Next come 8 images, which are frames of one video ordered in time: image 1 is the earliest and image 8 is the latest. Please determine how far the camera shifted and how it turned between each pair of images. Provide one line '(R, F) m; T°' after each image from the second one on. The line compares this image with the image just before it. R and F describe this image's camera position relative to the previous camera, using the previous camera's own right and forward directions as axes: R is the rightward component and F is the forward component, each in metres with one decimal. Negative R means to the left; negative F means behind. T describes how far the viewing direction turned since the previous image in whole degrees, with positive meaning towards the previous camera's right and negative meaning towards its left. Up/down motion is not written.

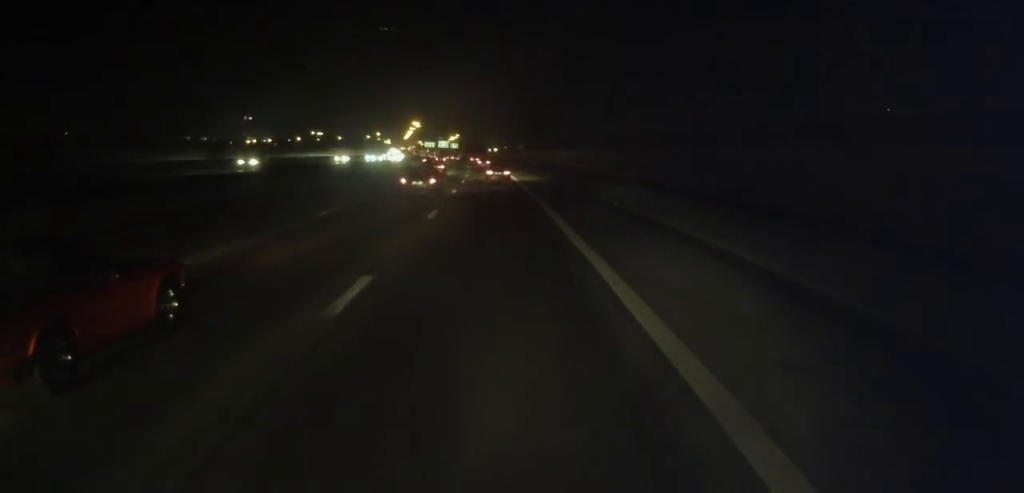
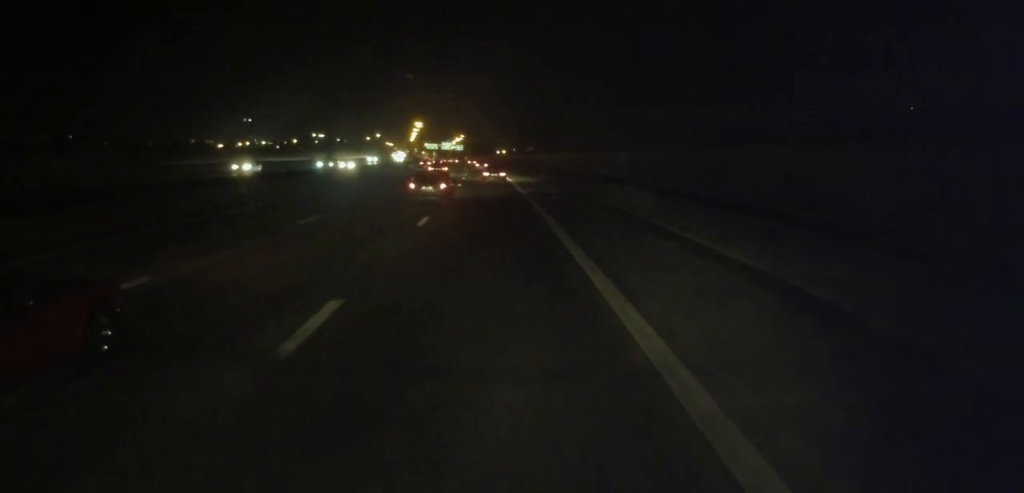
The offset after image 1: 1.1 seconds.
(-0.7, +26.1) m; -2°
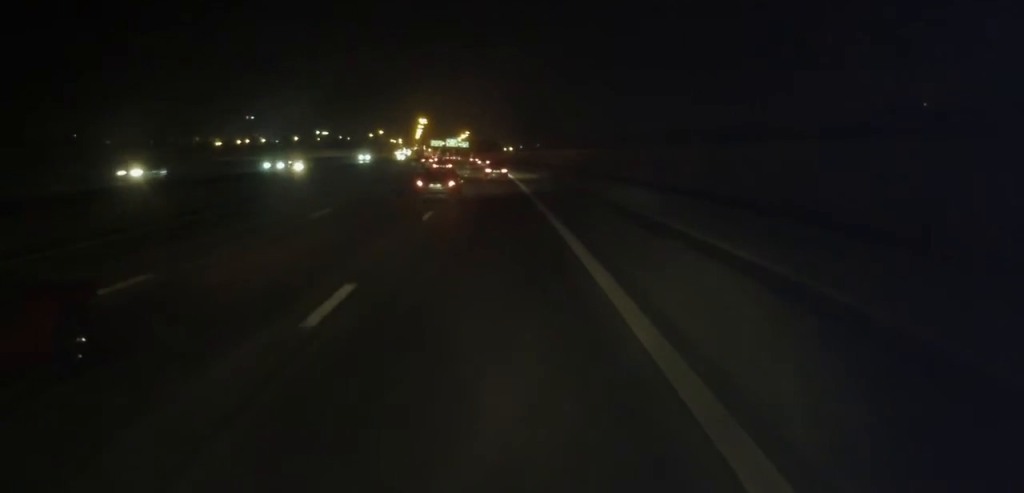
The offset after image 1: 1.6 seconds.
(-0.1, +11.5) m; 0°
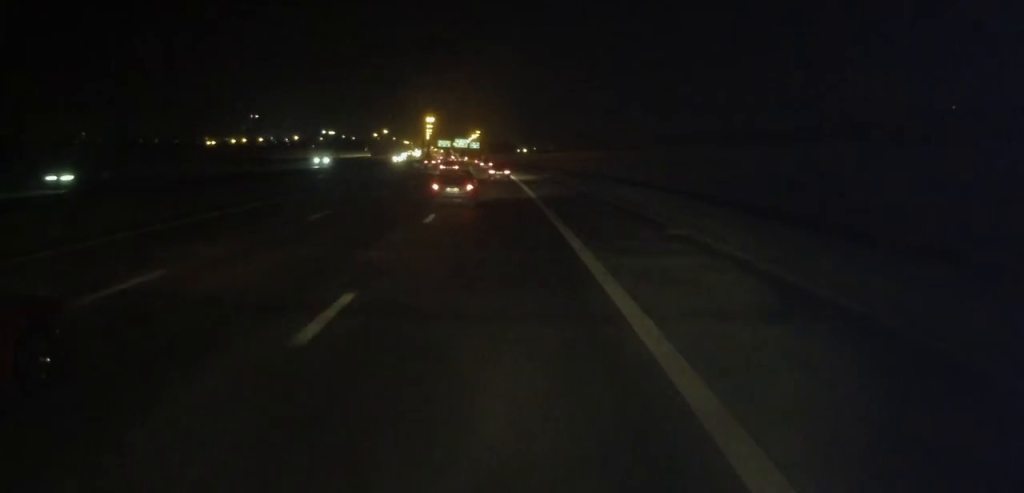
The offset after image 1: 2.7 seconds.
(+0.3, +25.1) m; 0°
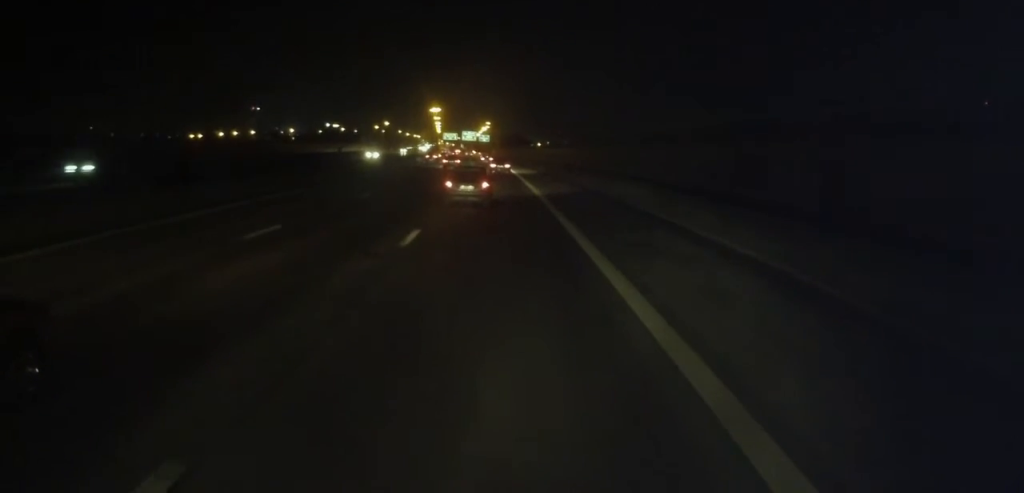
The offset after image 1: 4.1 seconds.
(-0.5, +30.3) m; -2°
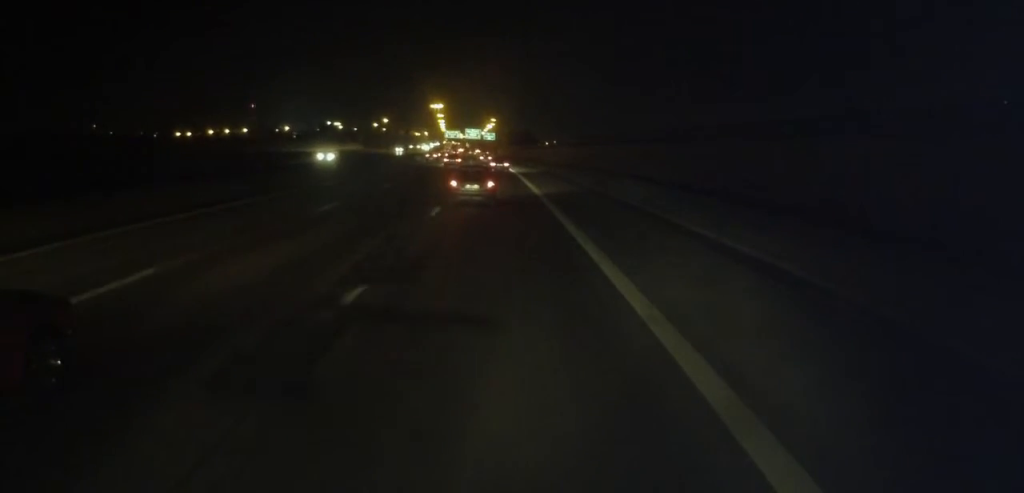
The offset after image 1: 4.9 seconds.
(-0.2, +18.9) m; -1°
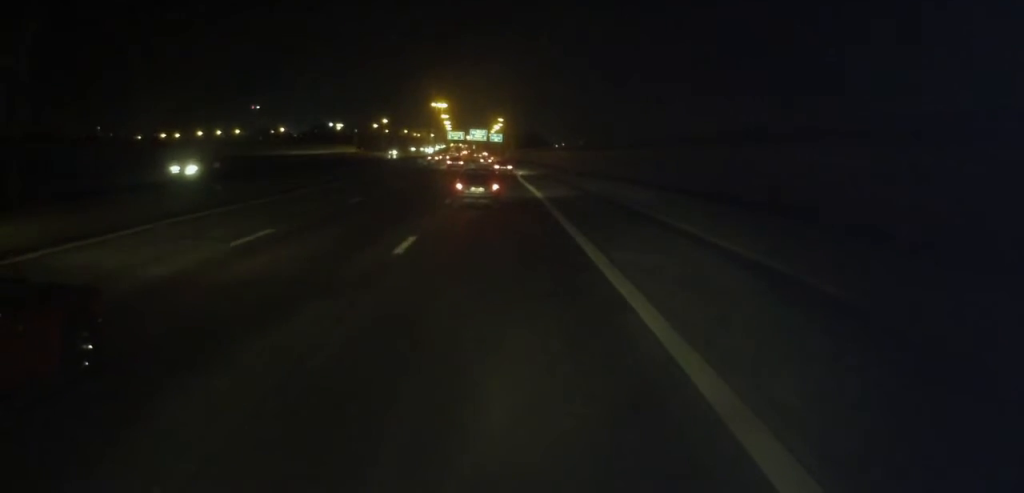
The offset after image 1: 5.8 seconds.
(+0.1, +19.6) m; 0°
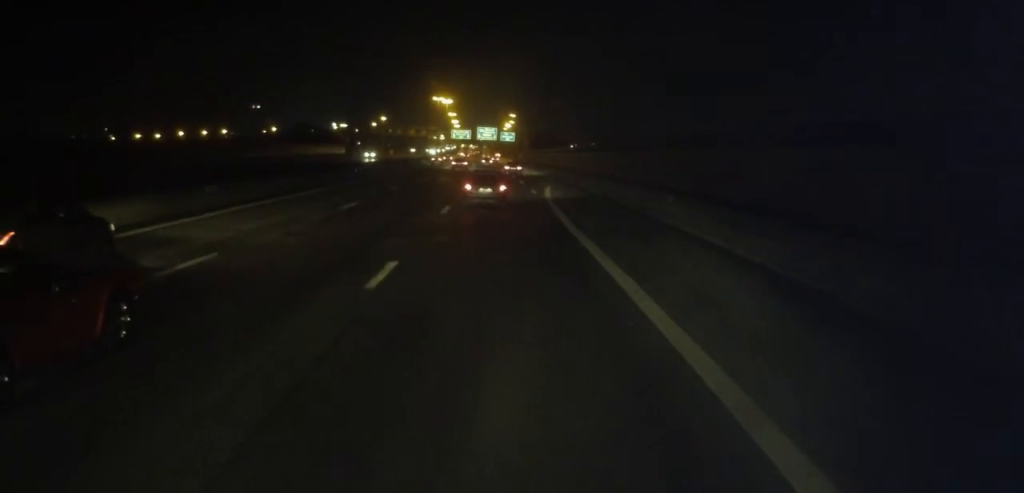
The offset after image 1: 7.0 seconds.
(-0.4, +28.4) m; -1°
